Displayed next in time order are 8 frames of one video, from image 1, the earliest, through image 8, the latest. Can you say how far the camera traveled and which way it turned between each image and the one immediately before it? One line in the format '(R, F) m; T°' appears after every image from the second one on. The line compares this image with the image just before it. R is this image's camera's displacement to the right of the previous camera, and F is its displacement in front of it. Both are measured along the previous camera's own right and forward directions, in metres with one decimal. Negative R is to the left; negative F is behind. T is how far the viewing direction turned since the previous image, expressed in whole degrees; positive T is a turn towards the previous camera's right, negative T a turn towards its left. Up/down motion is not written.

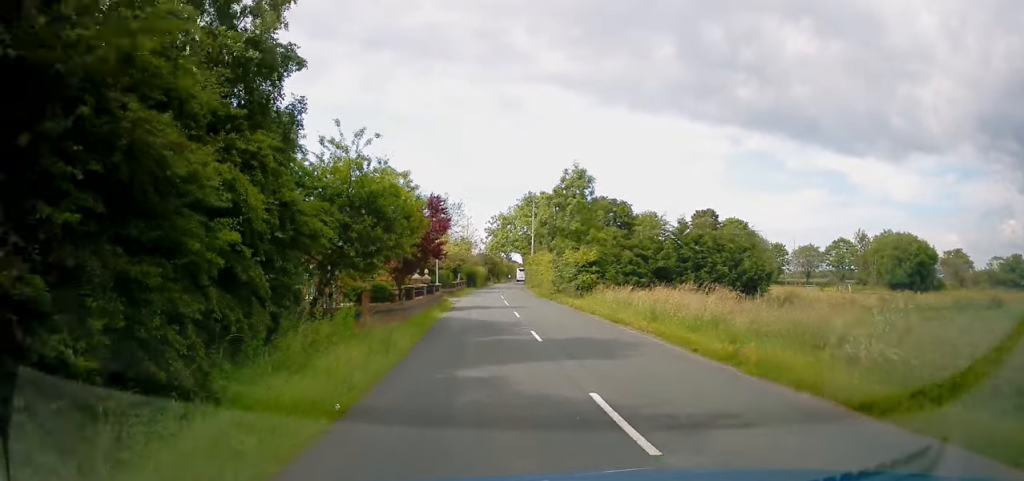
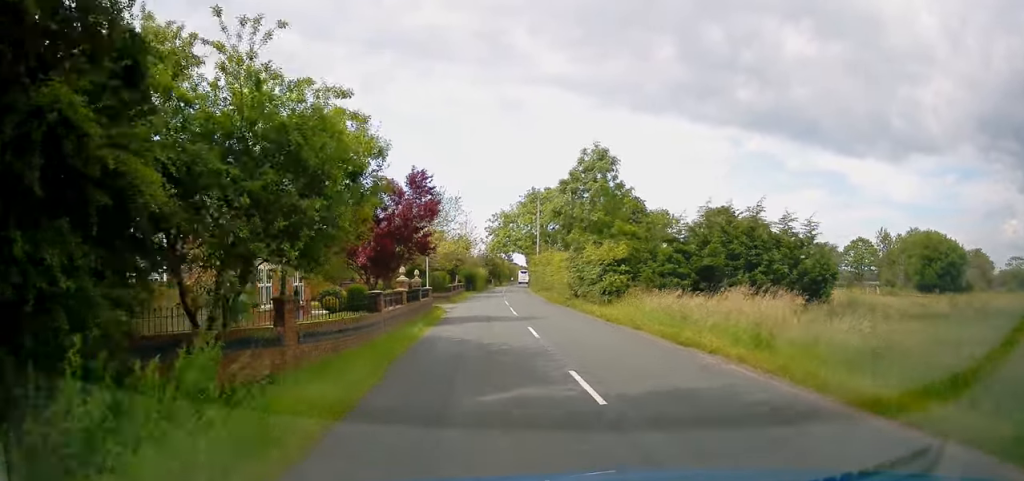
(-0.1, +6.7) m; -1°
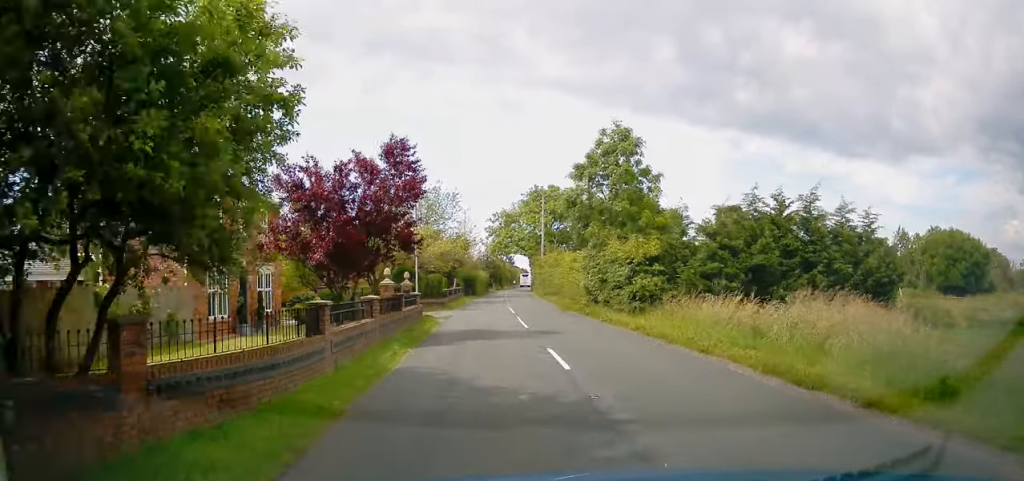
(0.0, +5.2) m; 0°
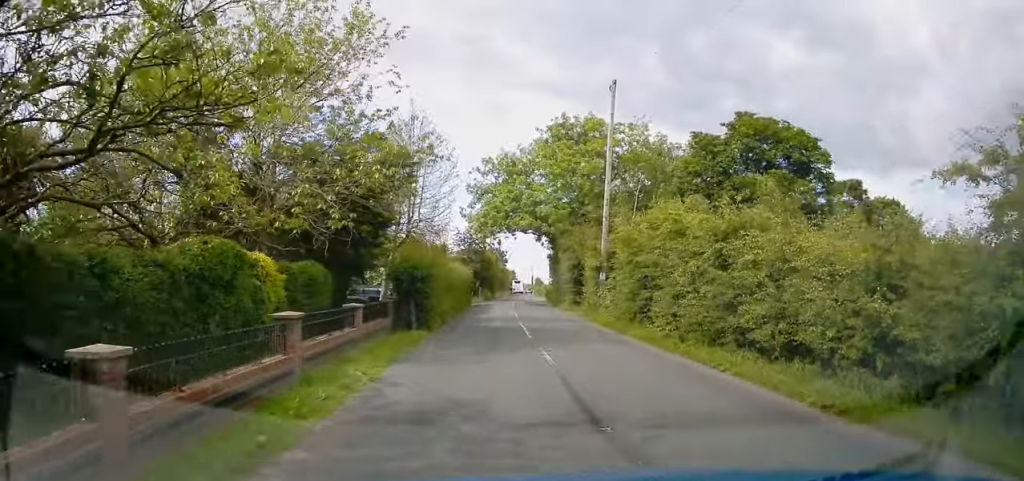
(+0.5, +38.3) m; +3°
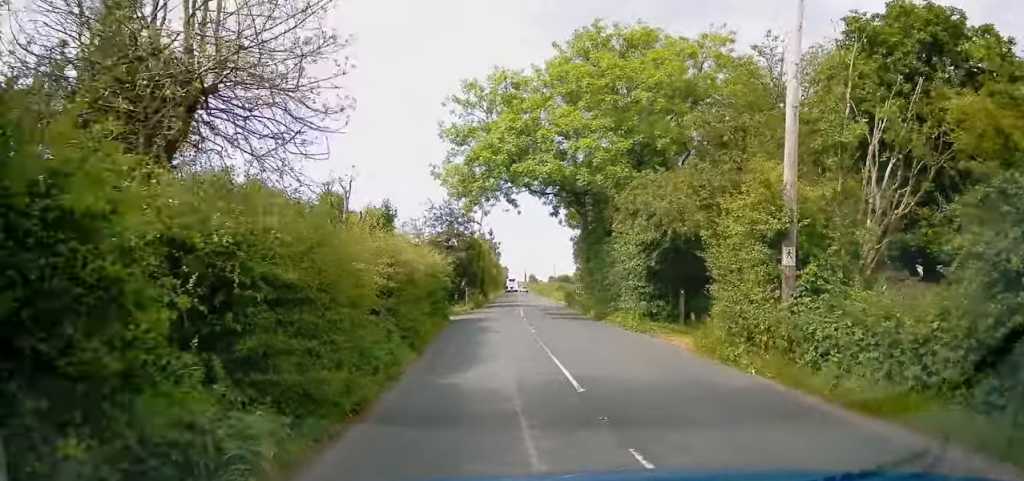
(-0.2, +17.4) m; 0°
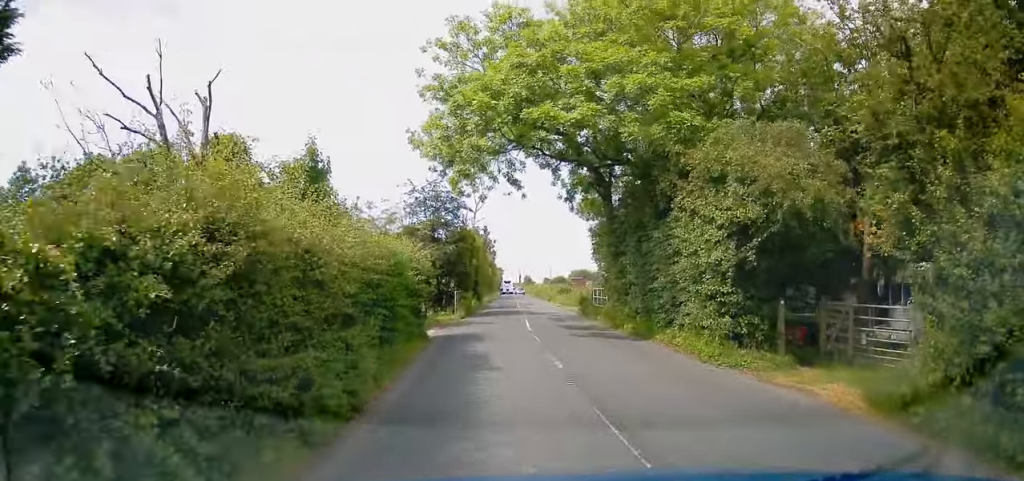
(-0.2, +6.7) m; +1°
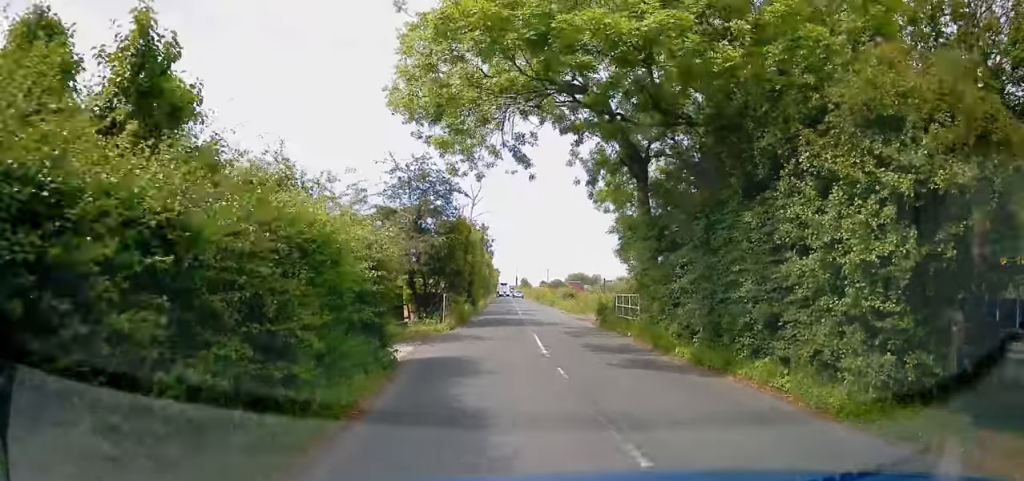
(+0.2, +5.3) m; +1°
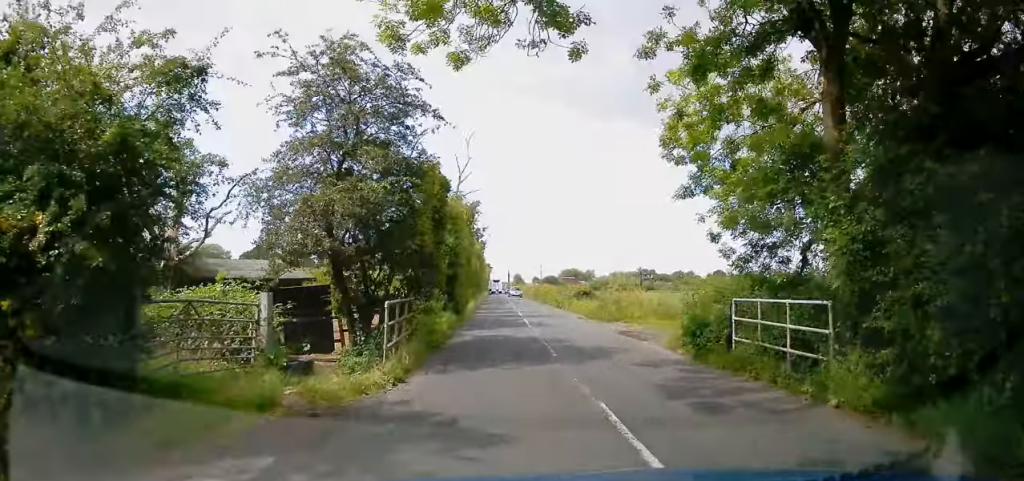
(+0.2, +11.0) m; 0°
